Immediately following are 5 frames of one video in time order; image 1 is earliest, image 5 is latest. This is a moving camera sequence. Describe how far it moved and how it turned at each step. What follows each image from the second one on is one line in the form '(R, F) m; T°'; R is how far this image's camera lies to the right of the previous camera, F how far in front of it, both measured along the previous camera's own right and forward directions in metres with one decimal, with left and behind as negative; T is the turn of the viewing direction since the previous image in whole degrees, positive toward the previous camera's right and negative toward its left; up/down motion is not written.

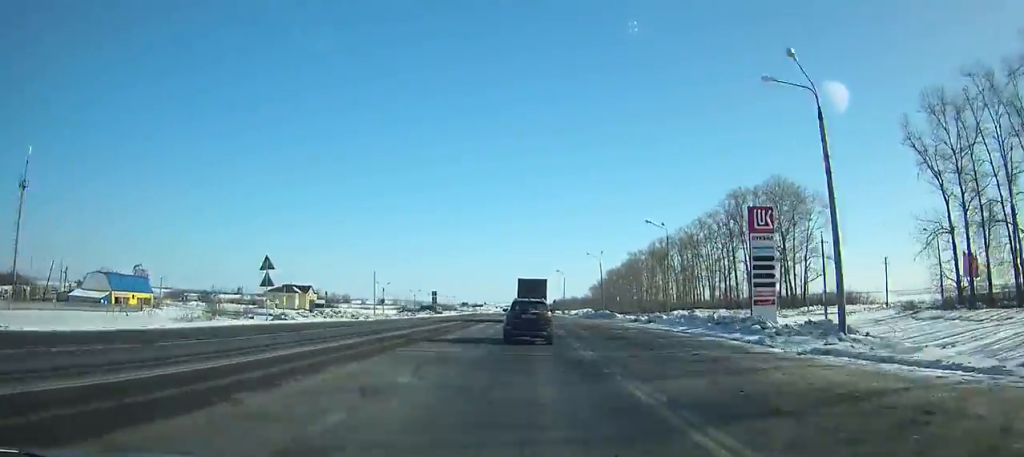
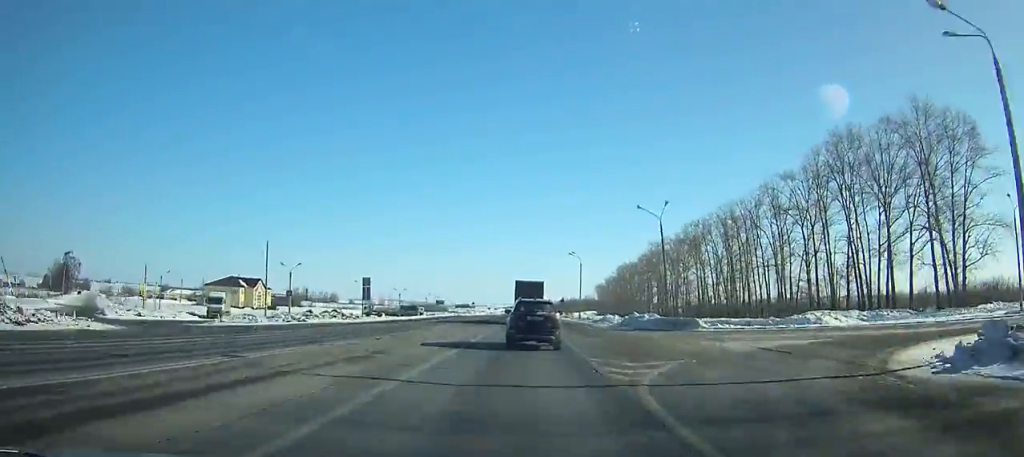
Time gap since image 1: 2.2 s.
(+0.2, +42.2) m; 0°
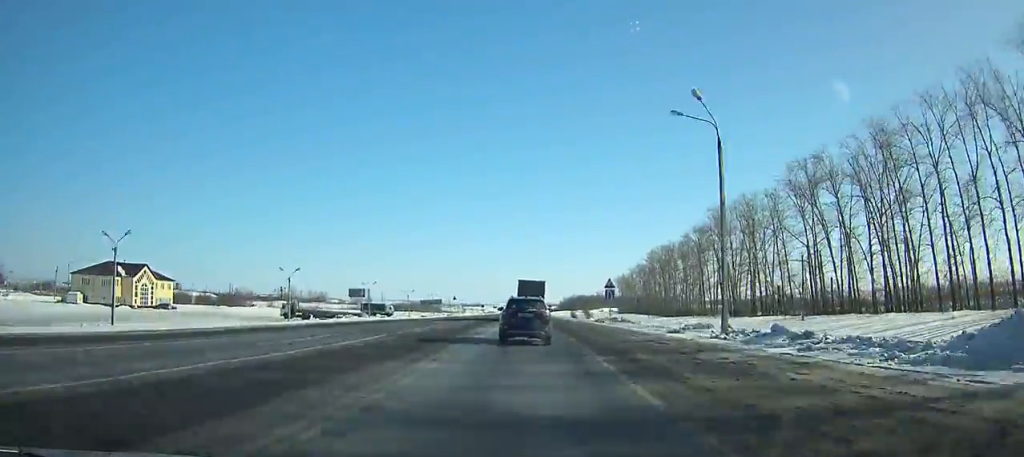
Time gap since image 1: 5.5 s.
(+0.1, +63.5) m; 0°
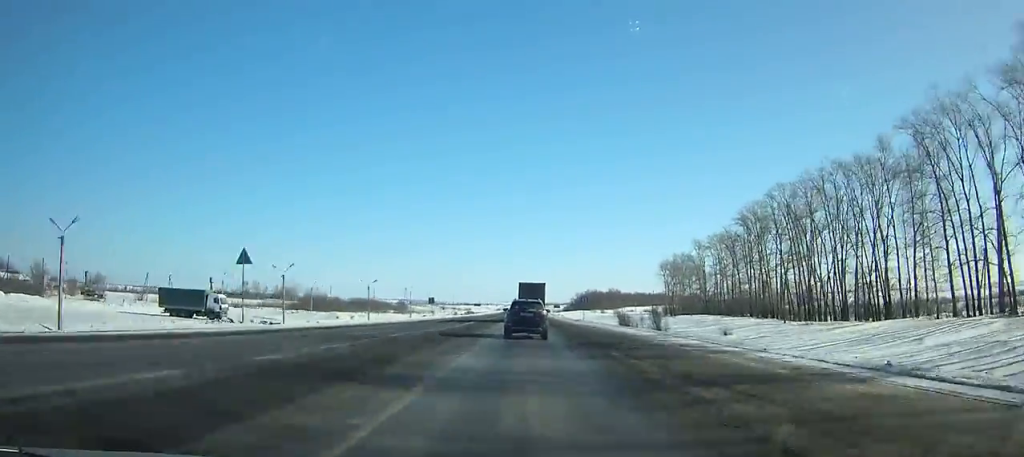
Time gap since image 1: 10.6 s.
(-0.2, +101.2) m; 0°
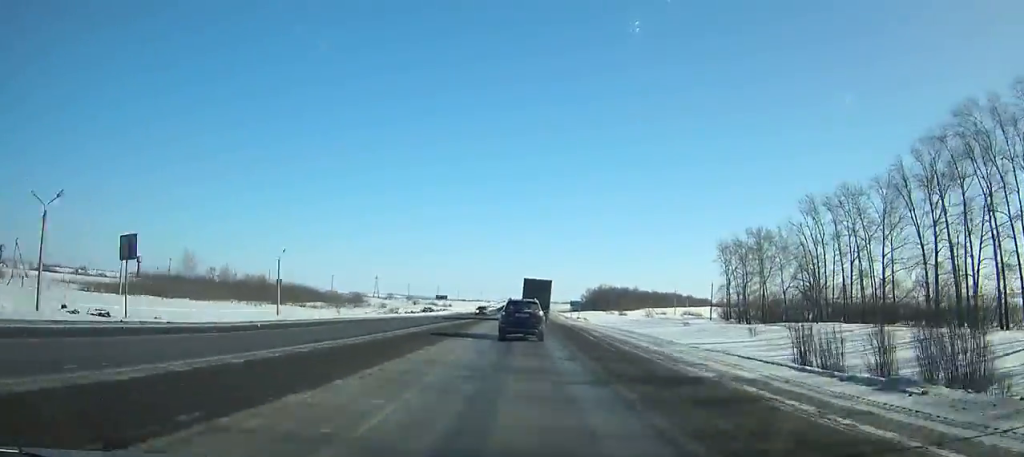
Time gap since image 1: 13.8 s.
(-0.3, +67.1) m; -1°
